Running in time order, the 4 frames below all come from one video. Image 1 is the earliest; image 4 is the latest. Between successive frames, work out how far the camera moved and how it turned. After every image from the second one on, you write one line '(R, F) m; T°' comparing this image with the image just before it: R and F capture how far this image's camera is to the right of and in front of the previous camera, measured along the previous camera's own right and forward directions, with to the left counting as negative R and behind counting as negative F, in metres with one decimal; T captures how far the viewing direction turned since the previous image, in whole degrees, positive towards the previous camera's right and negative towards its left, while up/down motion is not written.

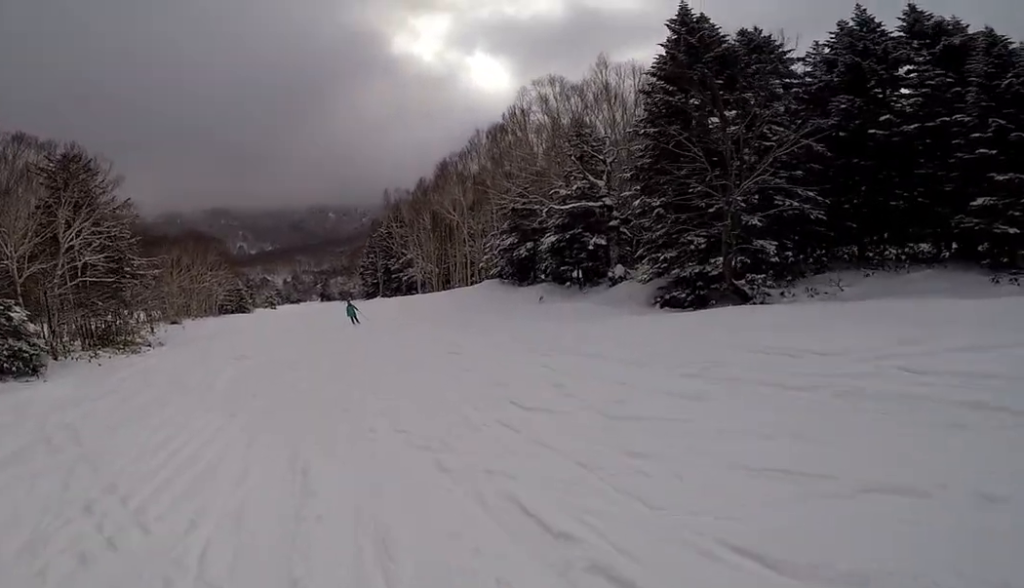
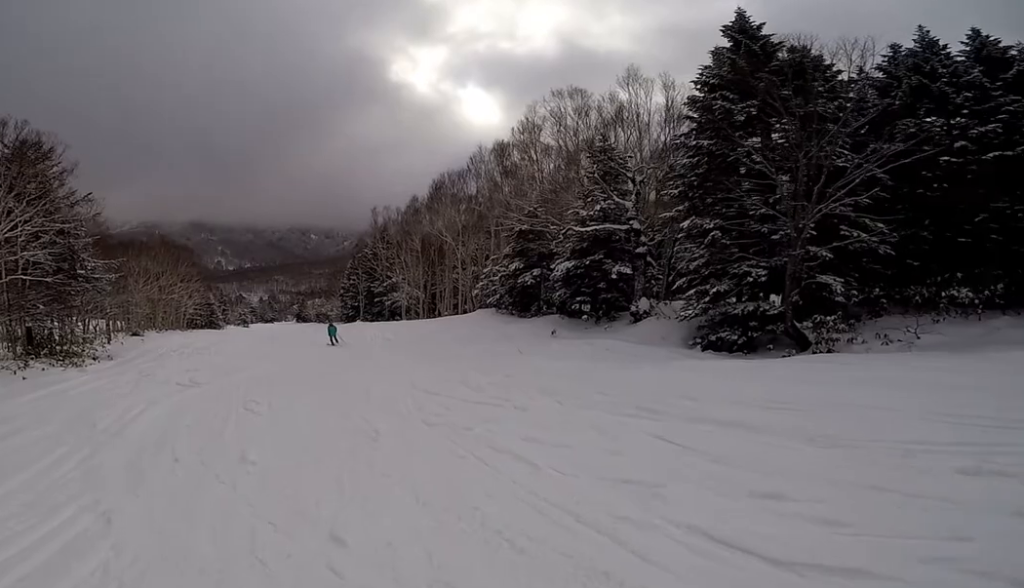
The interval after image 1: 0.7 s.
(-0.1, +4.1) m; +7°
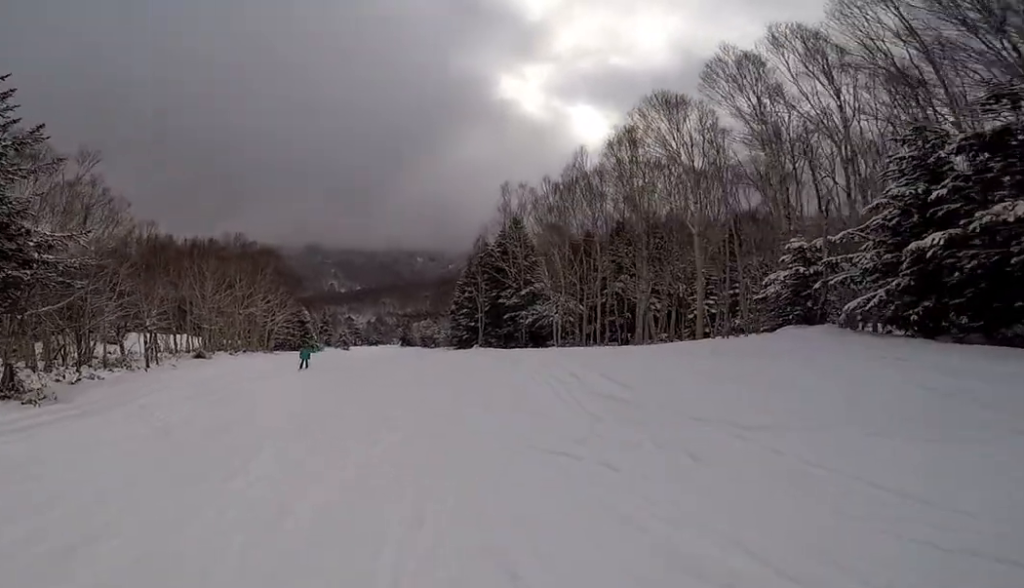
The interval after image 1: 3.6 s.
(-0.8, +18.4) m; -2°
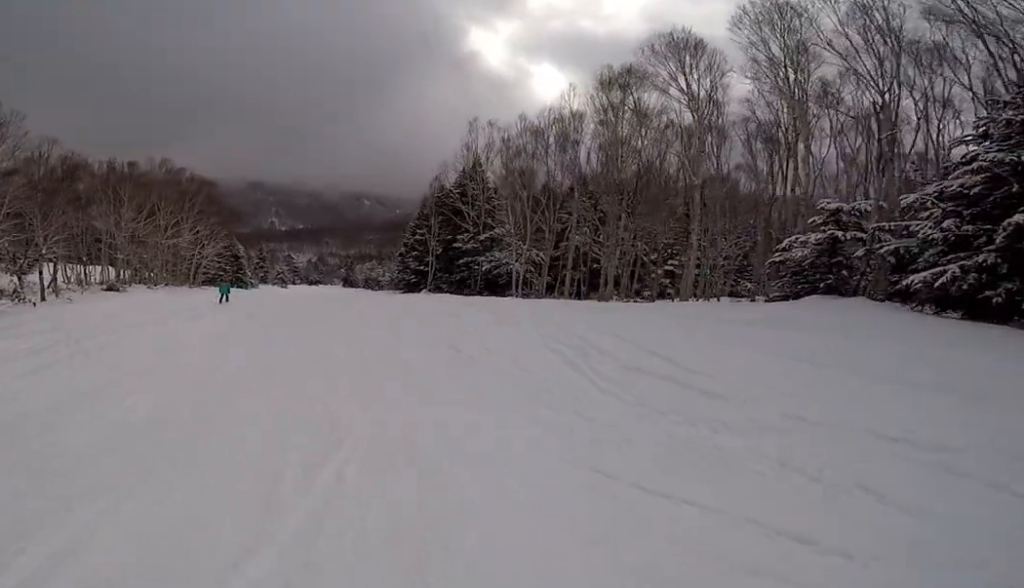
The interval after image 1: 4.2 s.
(+0.3, +3.7) m; +2°
